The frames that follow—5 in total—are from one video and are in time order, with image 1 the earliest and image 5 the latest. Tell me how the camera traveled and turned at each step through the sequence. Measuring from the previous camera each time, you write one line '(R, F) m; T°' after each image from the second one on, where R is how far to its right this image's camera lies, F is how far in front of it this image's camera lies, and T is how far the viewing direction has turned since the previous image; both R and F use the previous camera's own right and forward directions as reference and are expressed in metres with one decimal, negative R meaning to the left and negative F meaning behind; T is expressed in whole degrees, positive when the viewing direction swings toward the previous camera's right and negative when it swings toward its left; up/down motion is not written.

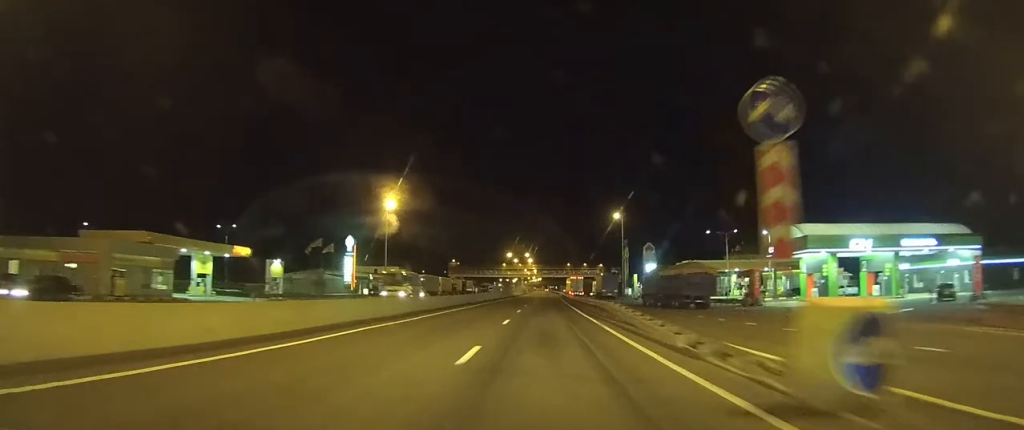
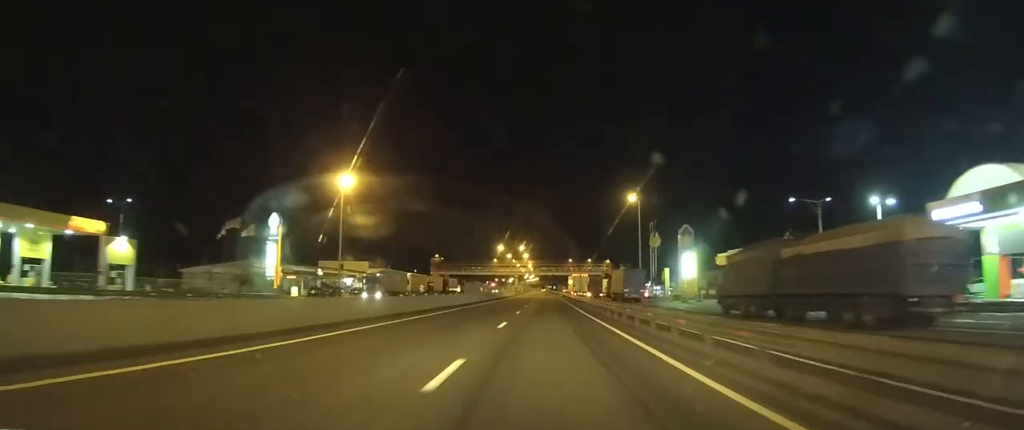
(-0.2, +27.1) m; 0°
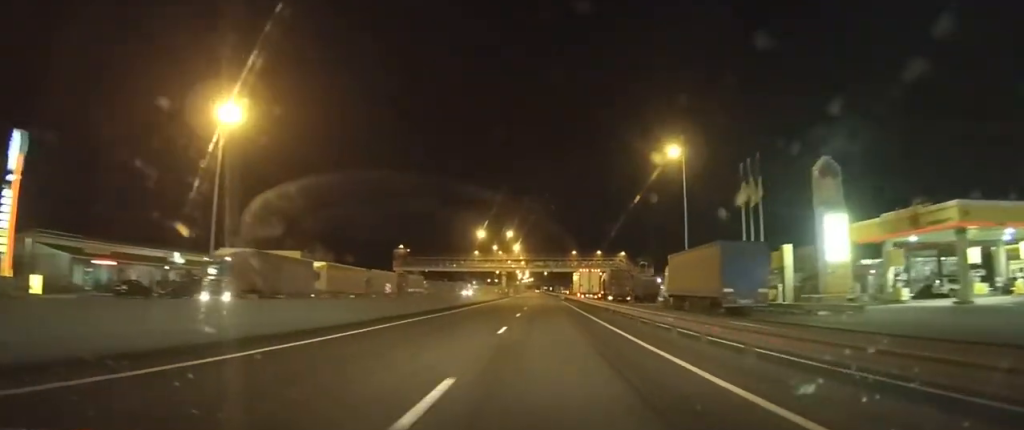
(+0.1, +38.2) m; 0°
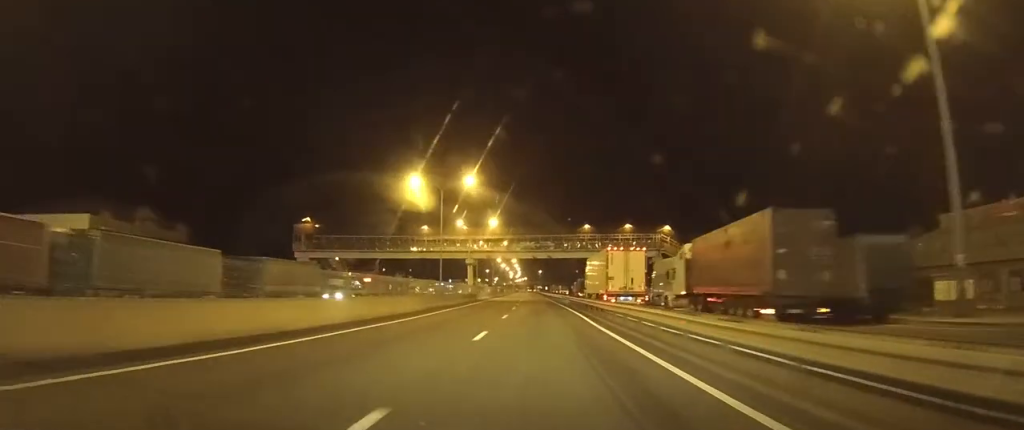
(+0.4, +49.7) m; +1°
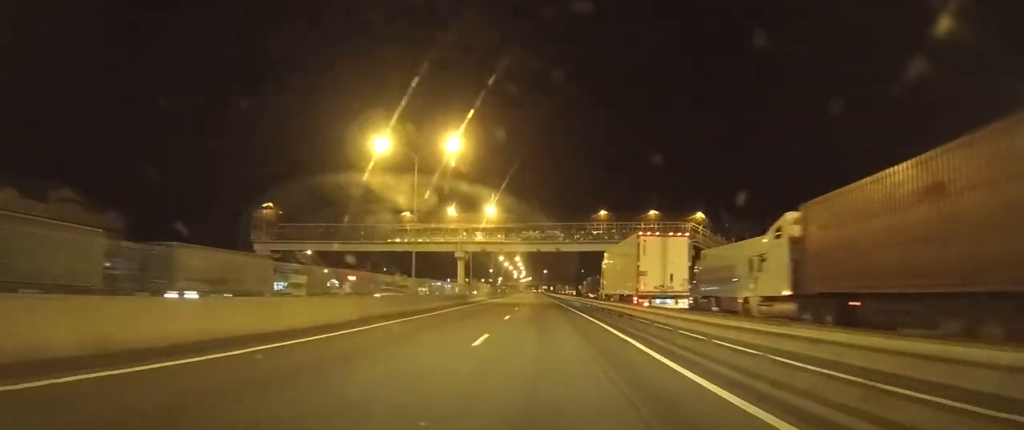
(0.0, +12.6) m; 0°
